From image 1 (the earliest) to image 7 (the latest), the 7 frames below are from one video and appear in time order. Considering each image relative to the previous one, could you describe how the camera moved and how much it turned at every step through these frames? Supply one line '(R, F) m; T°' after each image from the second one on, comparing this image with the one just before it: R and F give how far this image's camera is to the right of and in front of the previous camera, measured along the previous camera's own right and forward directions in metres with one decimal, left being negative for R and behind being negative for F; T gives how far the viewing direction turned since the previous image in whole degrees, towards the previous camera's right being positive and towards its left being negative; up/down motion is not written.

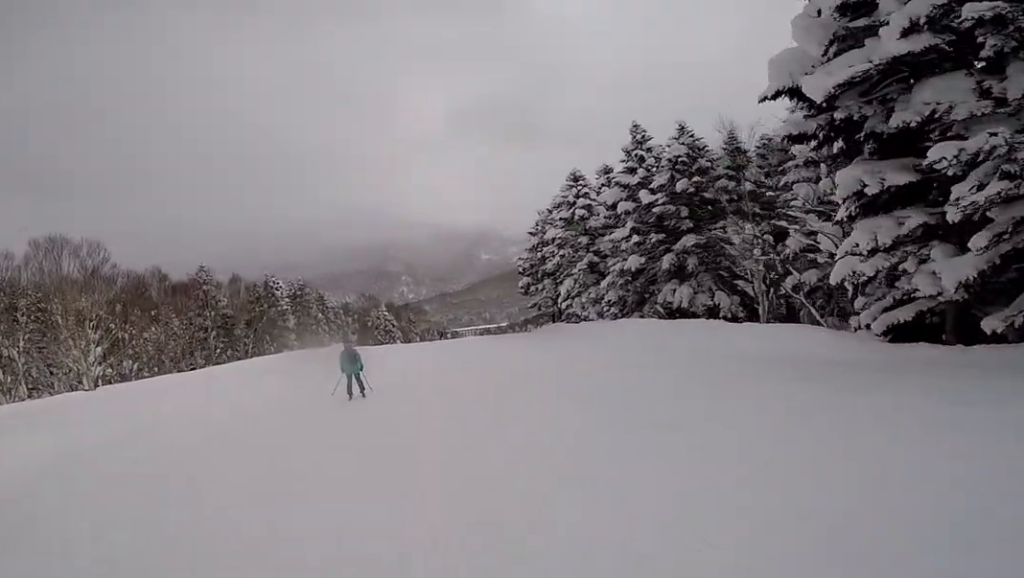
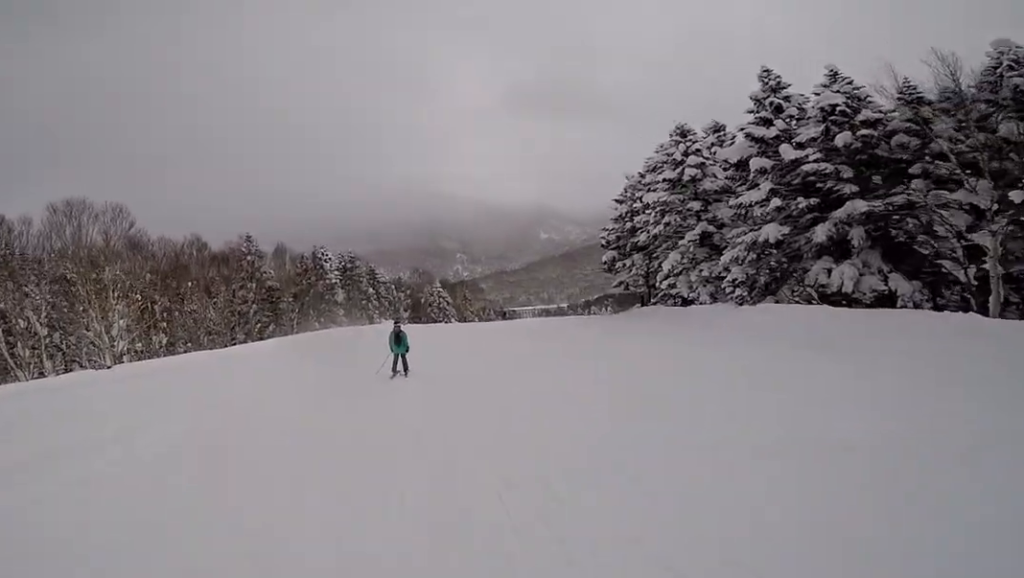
(+0.2, +5.6) m; -7°
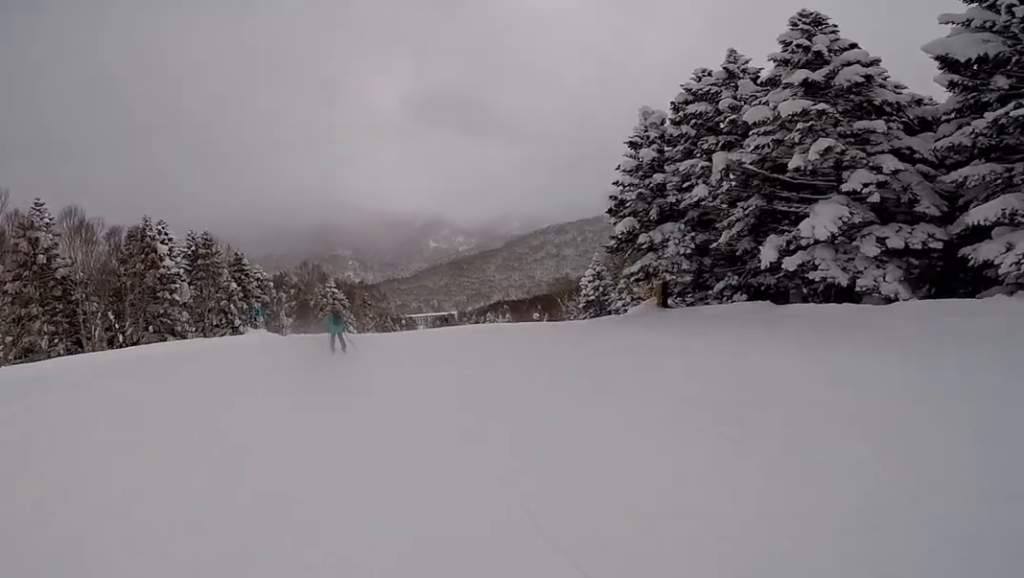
(+0.2, +16.3) m; +11°
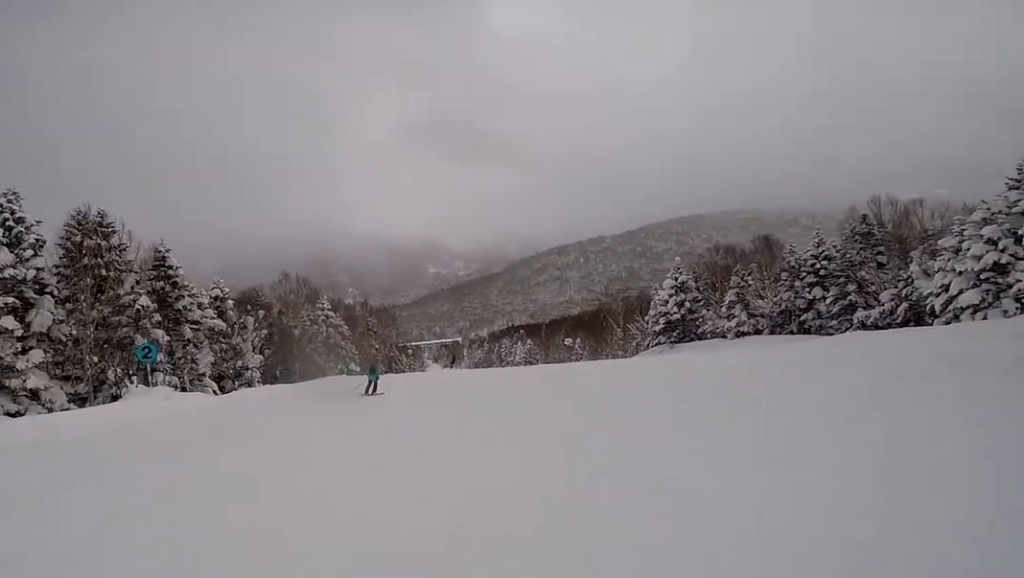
(+0.9, +19.7) m; +10°
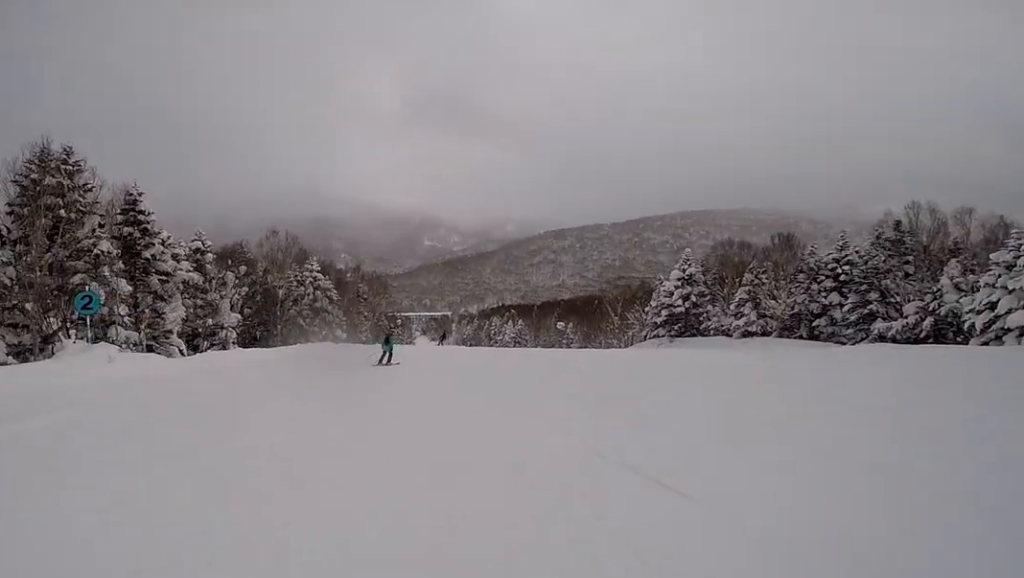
(+0.1, +2.8) m; +4°
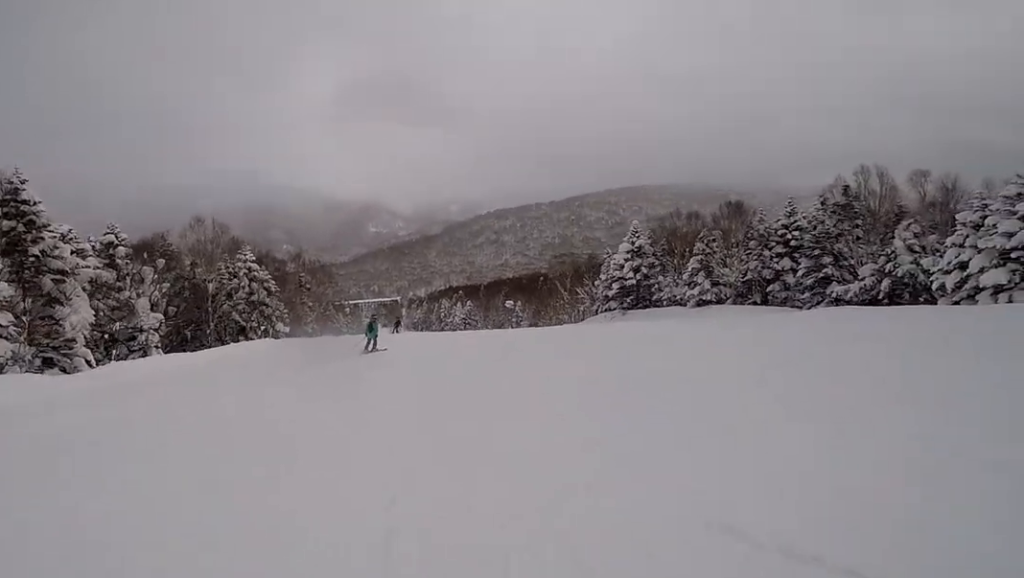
(0.0, +3.0) m; +5°
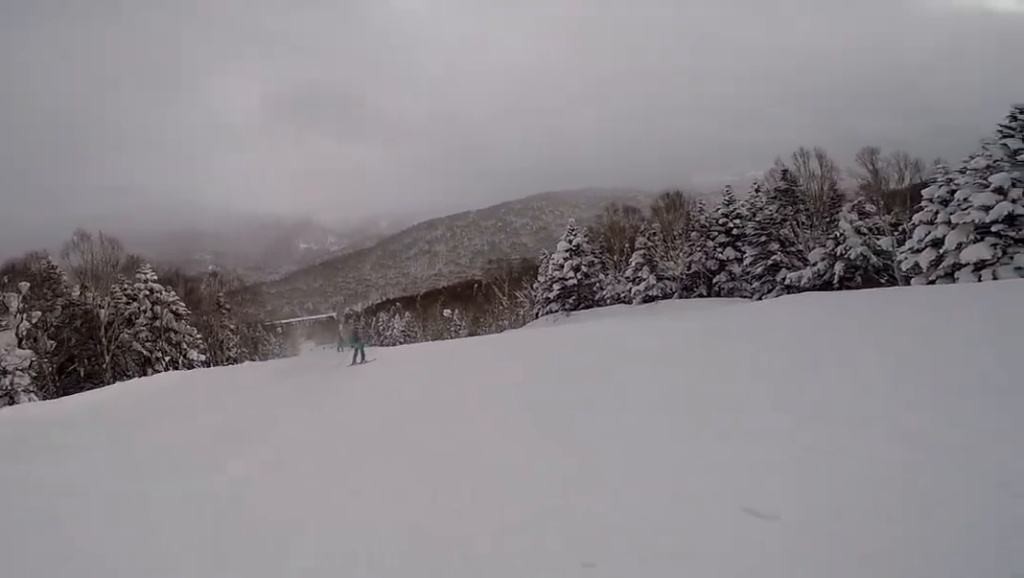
(+0.3, +4.4) m; +6°
